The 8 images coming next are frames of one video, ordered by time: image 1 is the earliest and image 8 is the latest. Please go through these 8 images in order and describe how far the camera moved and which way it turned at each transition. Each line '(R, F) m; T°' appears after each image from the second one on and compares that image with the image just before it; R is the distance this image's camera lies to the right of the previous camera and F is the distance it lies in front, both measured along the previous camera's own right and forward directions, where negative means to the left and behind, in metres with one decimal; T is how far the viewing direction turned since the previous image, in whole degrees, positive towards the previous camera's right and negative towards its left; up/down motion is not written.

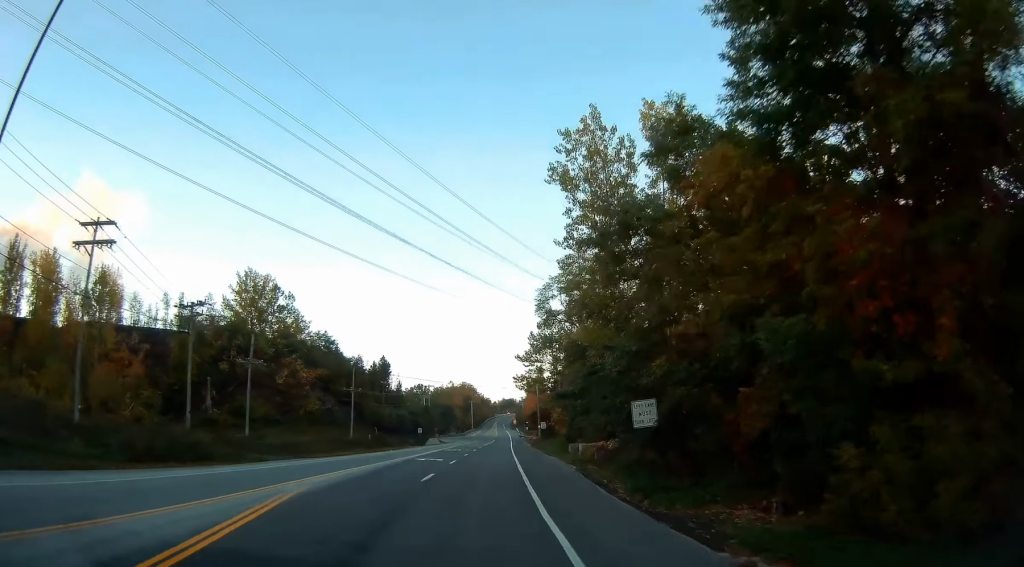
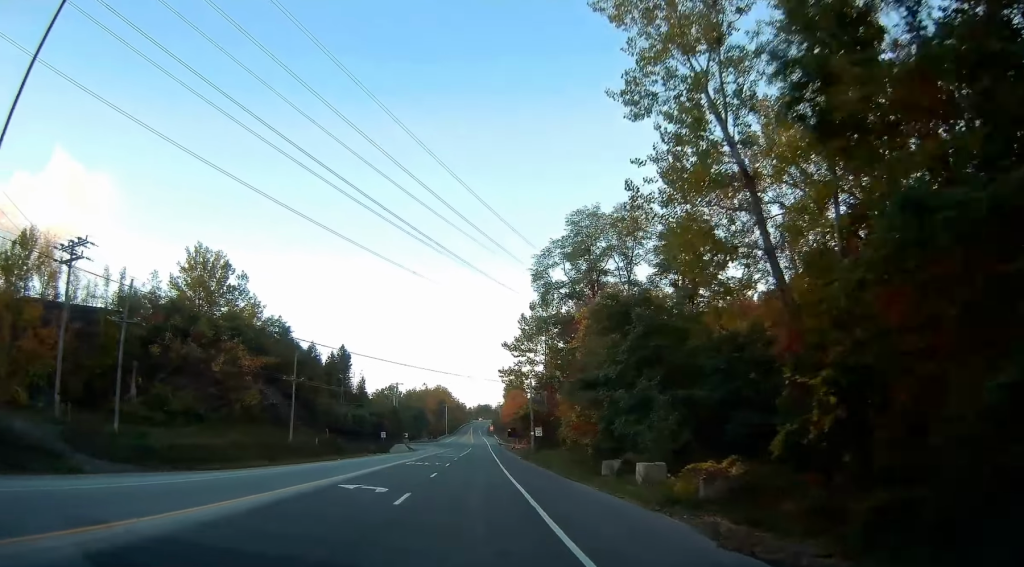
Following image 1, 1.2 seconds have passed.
(+0.5, +17.7) m; +2°
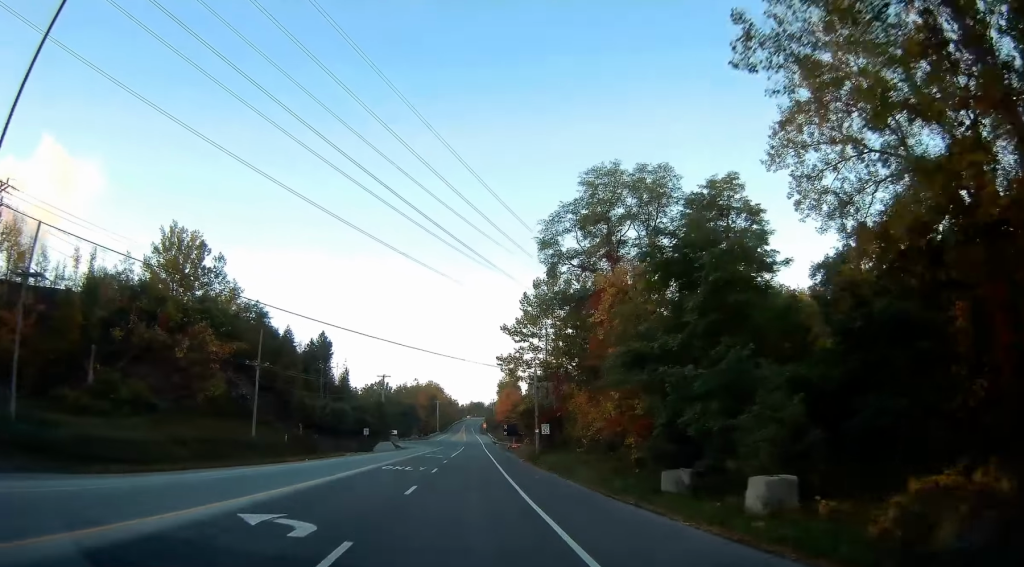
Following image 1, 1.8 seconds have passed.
(0.0, +9.5) m; +1°
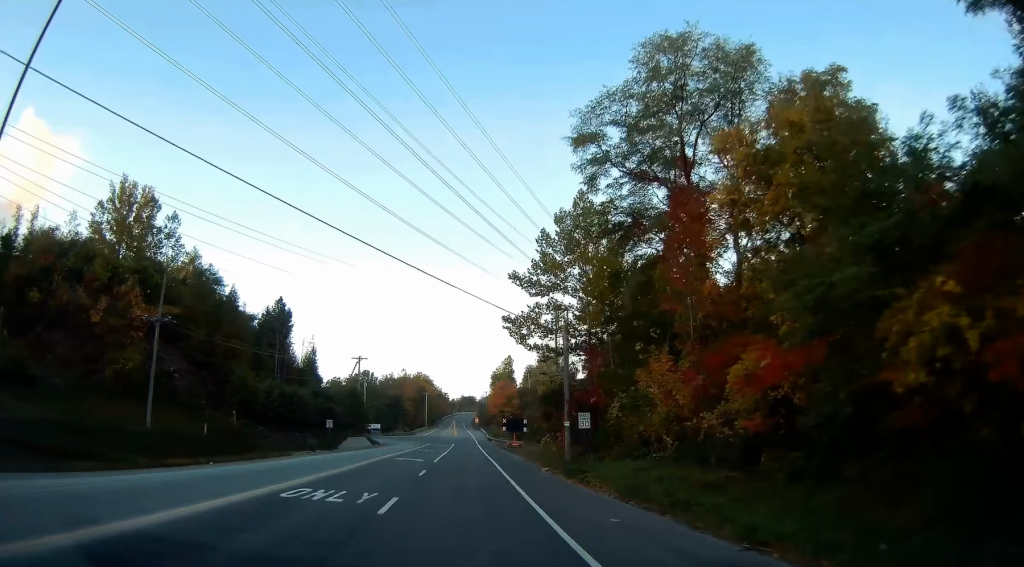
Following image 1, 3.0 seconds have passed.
(+0.4, +17.7) m; +2°
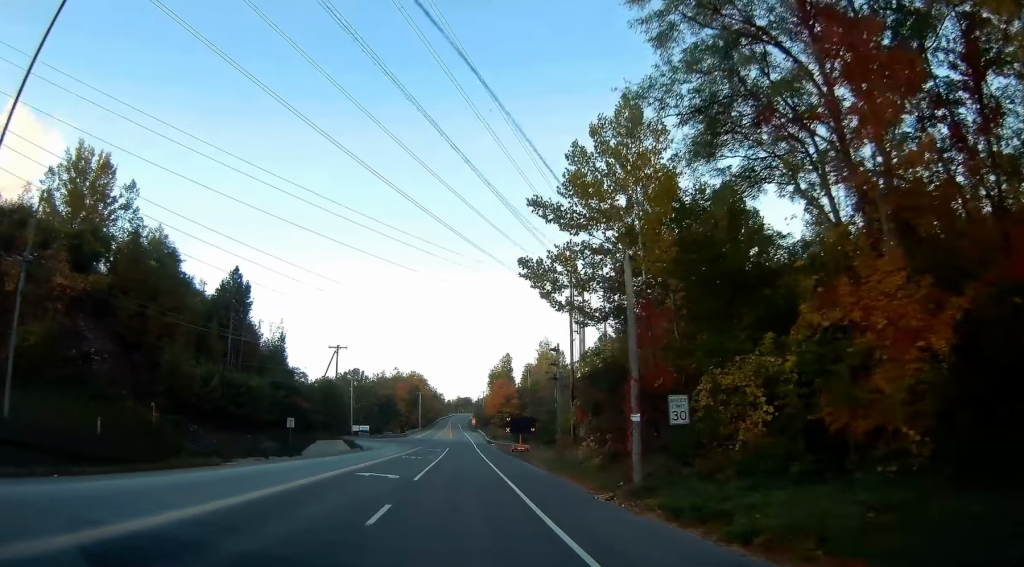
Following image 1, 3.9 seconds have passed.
(+0.1, +13.0) m; +1°
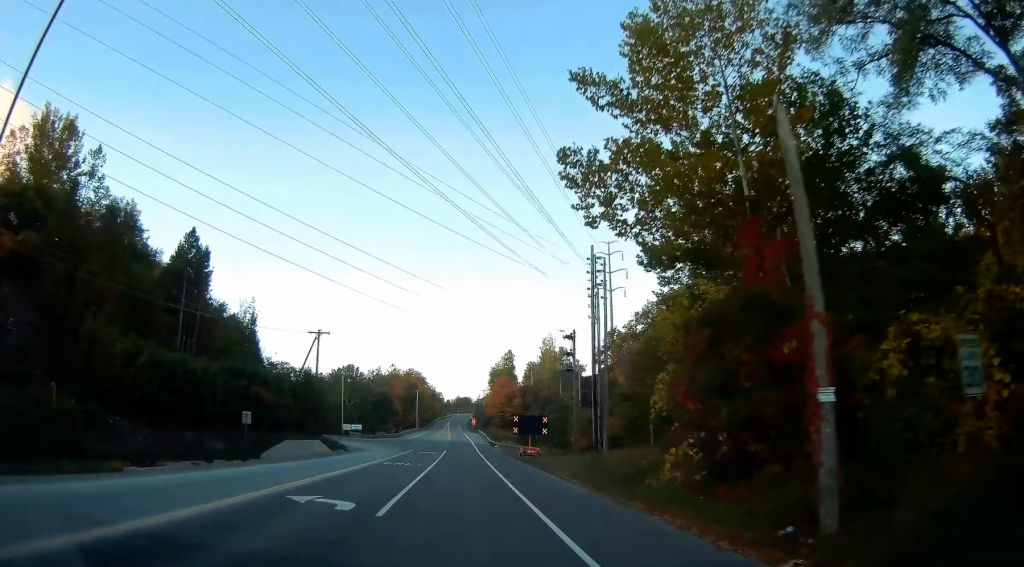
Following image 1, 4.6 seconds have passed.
(+0.2, +10.8) m; 0°
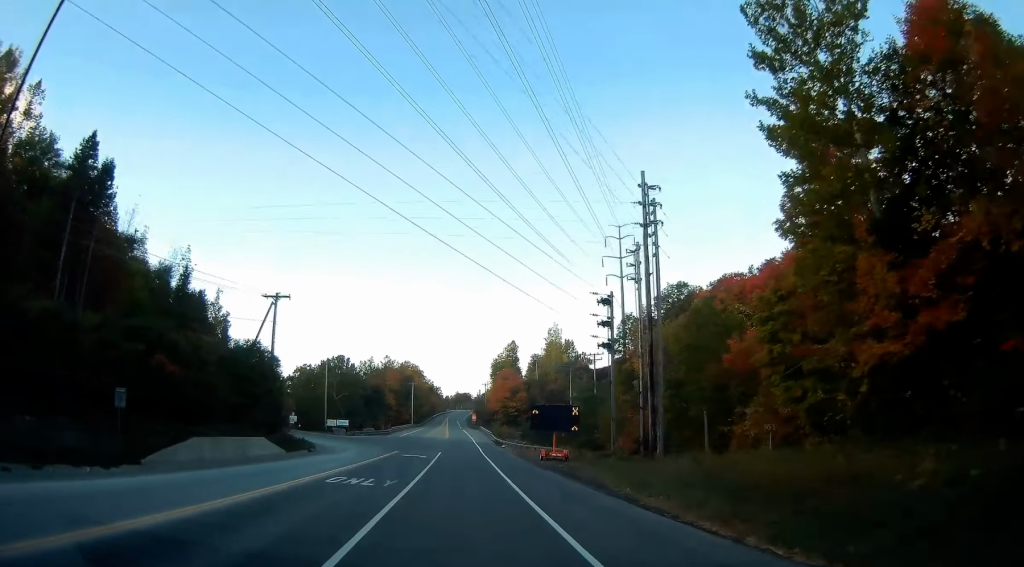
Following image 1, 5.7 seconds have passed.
(-0.2, +15.7) m; -1°
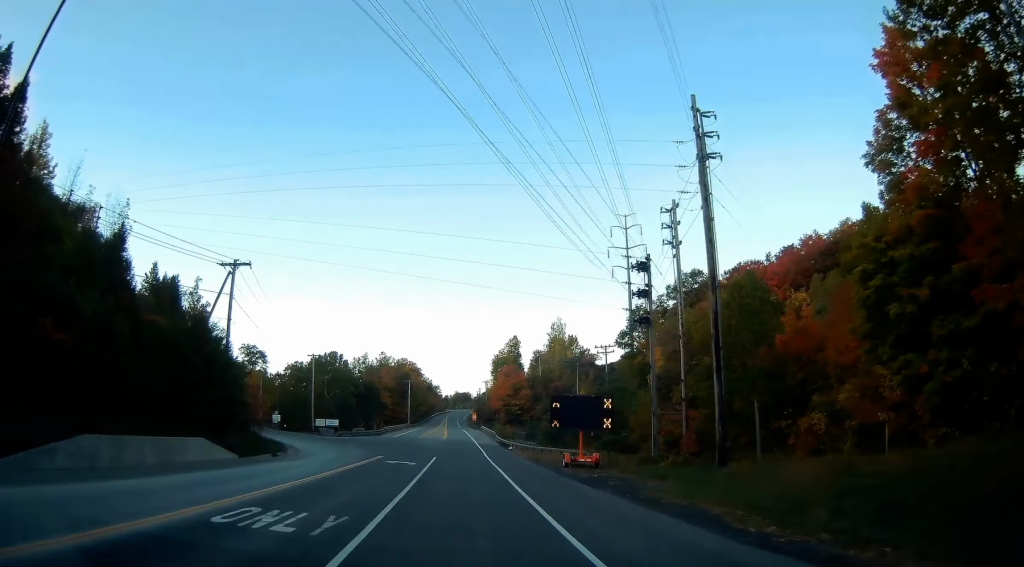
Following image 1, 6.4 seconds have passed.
(0.0, +10.3) m; -1°
